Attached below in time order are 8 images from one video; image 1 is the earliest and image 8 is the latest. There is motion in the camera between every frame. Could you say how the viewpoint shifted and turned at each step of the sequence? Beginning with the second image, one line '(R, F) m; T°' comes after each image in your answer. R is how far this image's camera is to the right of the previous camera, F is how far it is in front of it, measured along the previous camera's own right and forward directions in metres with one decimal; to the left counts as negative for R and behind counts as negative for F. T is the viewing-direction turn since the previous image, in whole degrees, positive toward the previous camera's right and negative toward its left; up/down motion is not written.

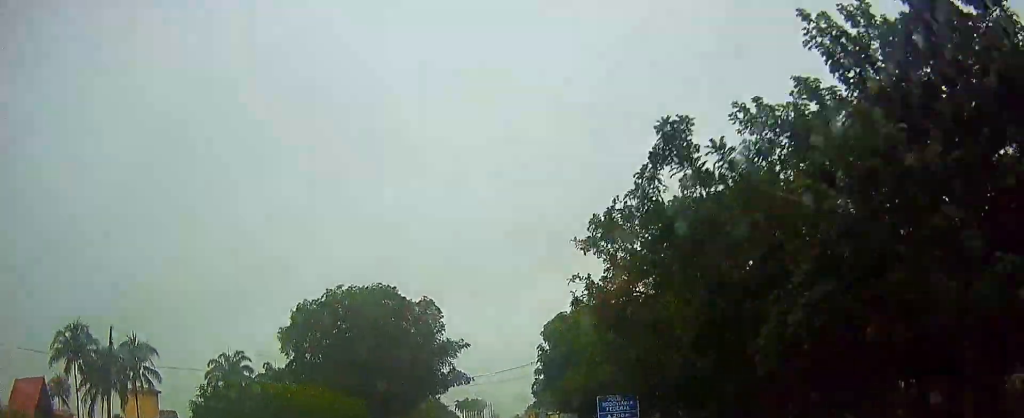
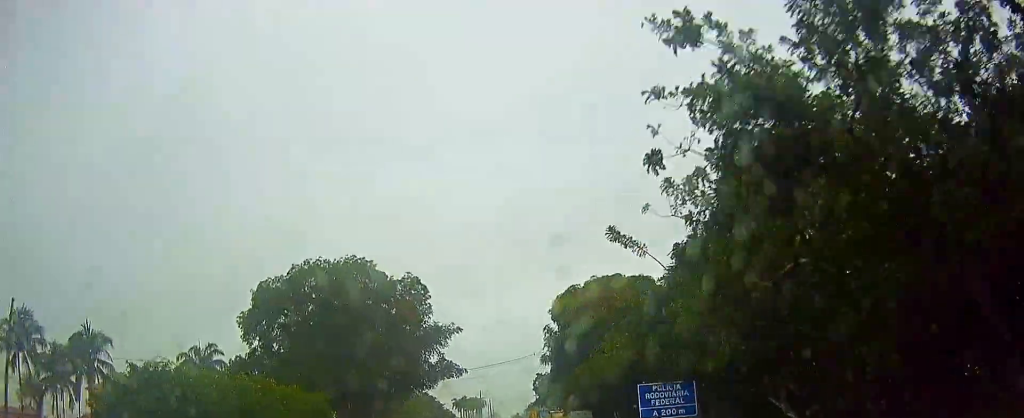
(0.0, +9.5) m; 0°
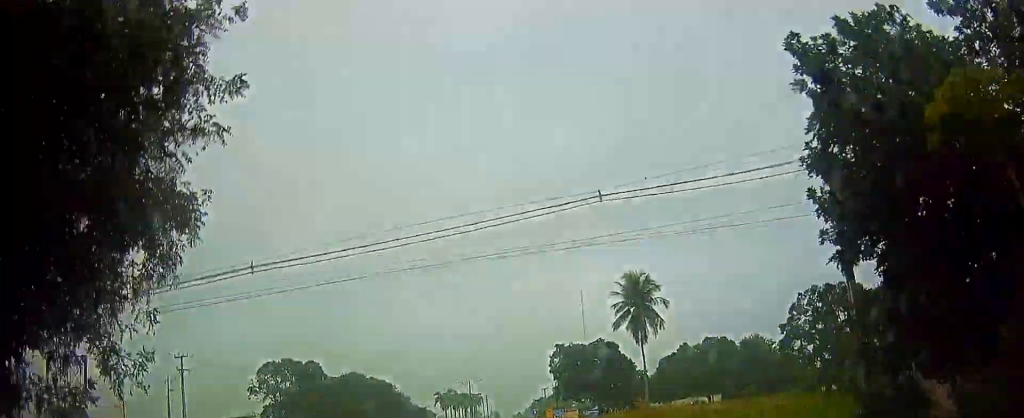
(-0.2, +45.5) m; 0°
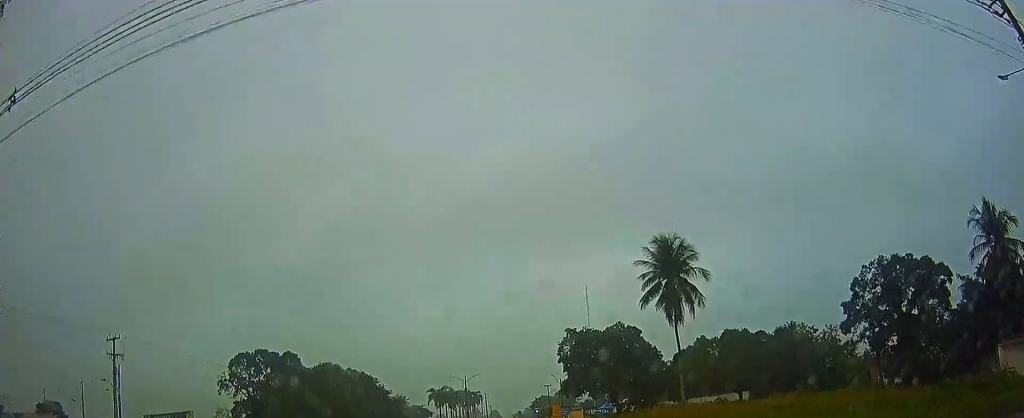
(0.0, +11.9) m; -1°
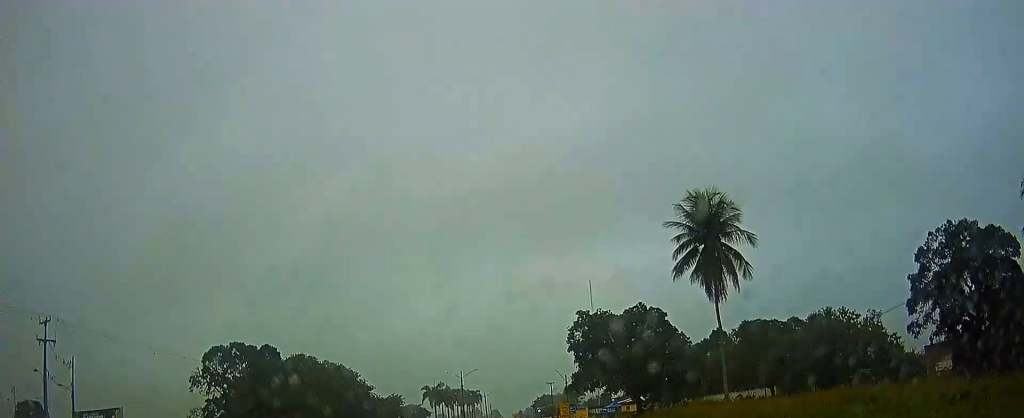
(0.0, +9.4) m; 0°
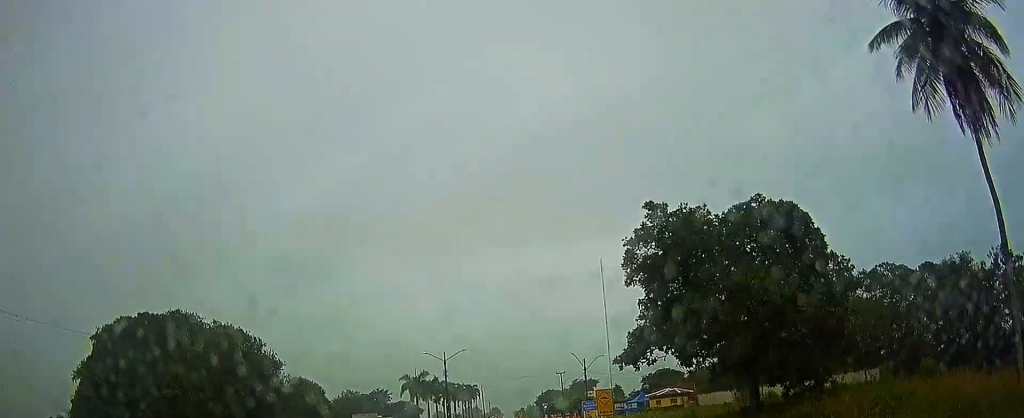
(-0.2, +25.0) m; +1°
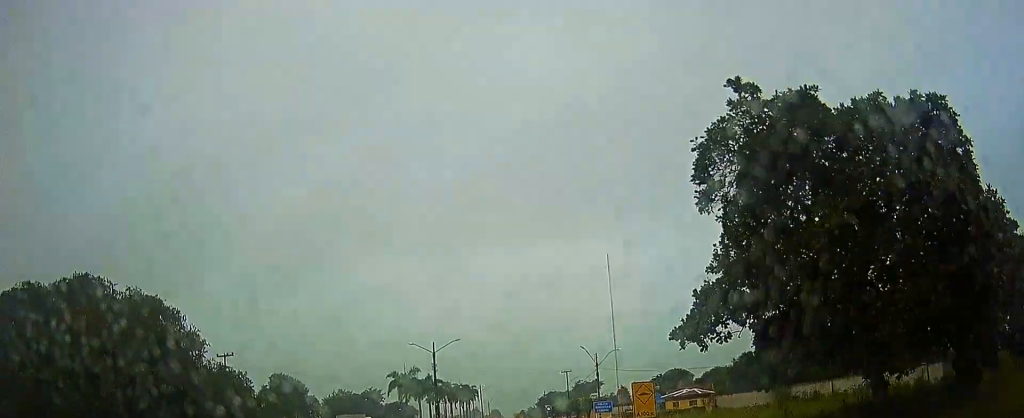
(0.0, +10.4) m; +1°
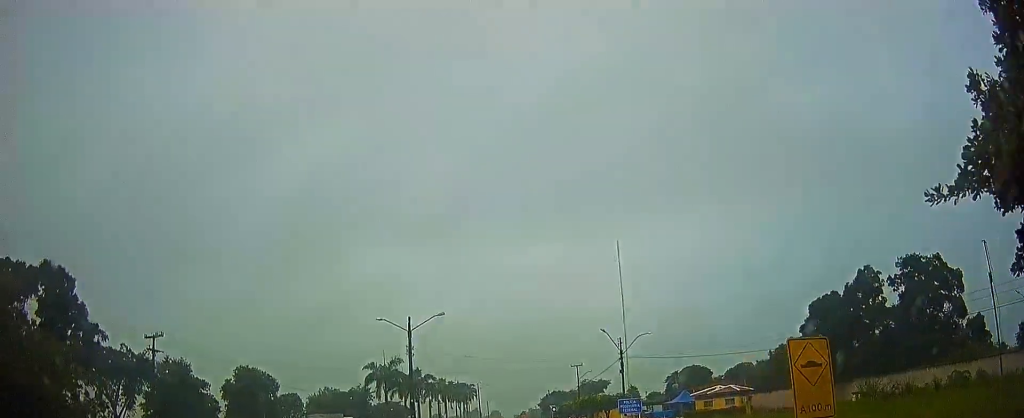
(+0.4, +14.6) m; +1°
